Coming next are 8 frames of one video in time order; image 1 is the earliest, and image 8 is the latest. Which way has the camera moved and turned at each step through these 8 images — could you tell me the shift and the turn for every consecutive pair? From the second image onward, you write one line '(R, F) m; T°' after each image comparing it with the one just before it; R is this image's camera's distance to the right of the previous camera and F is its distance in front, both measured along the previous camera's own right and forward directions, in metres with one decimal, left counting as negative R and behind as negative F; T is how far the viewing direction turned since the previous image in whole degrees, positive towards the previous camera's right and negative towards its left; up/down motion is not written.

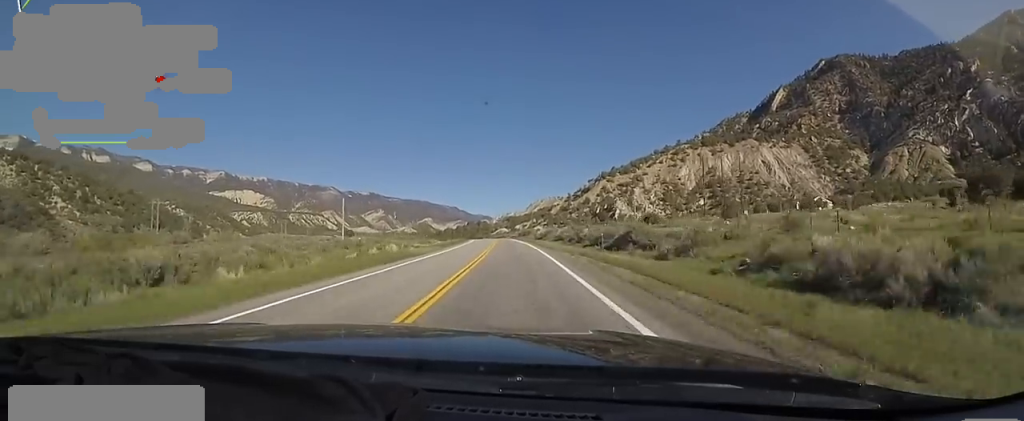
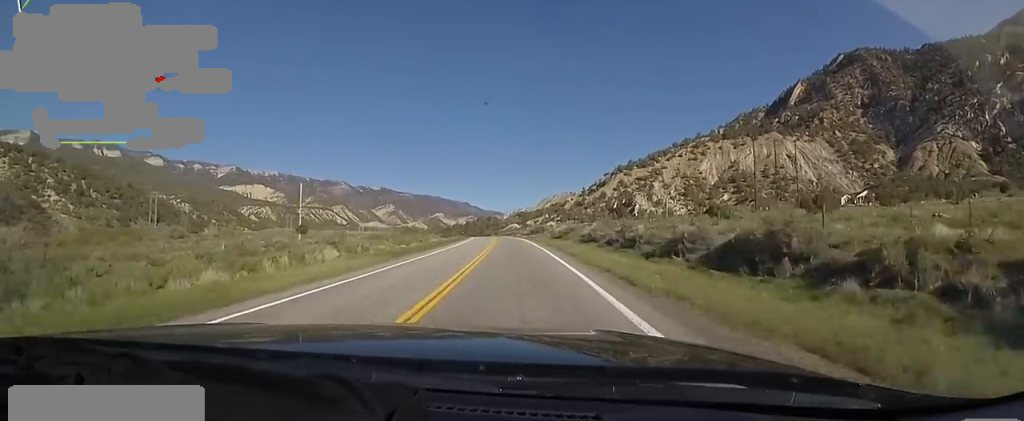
(-0.6, +22.0) m; -1°
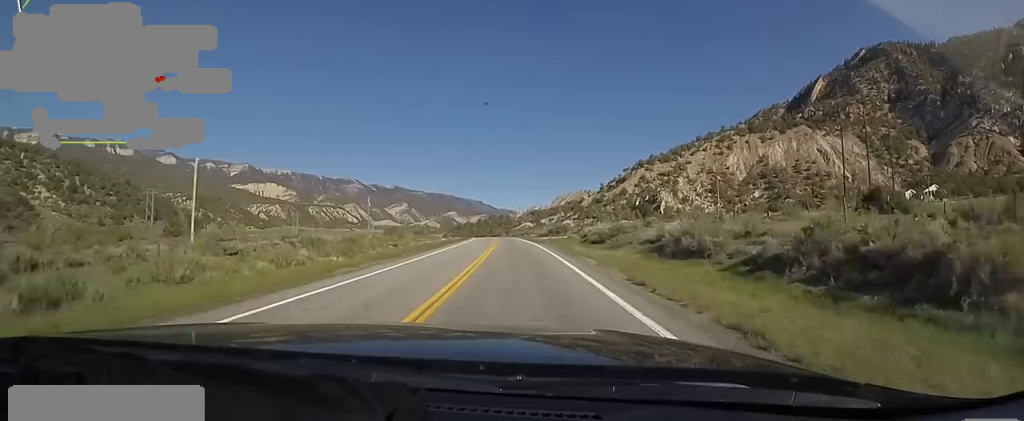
(-0.3, +26.4) m; -1°
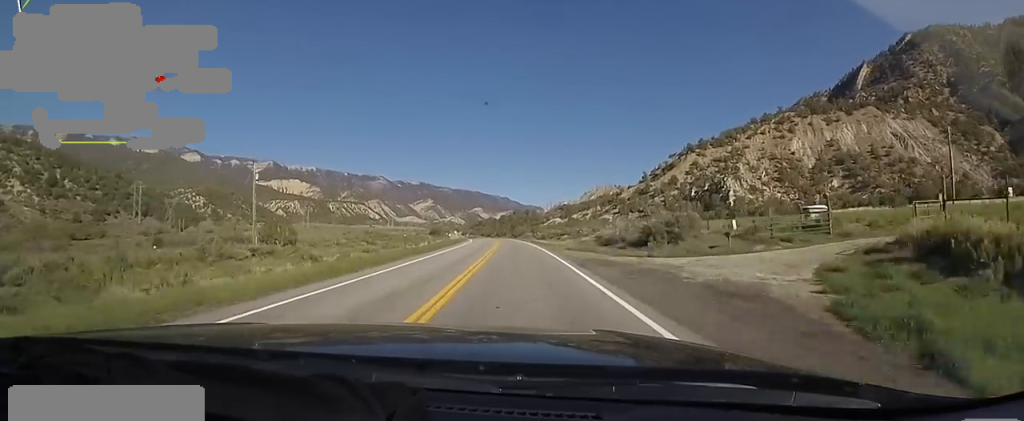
(-1.3, +56.9) m; -3°
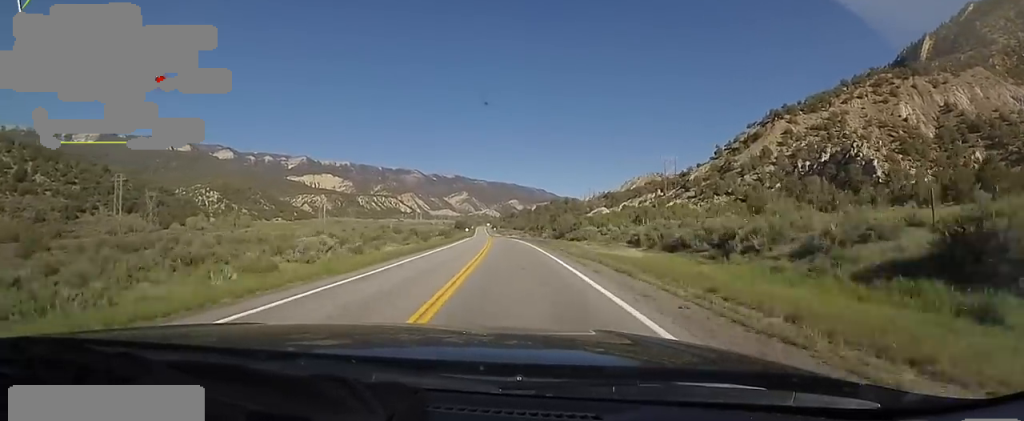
(-3.1, +70.3) m; -6°
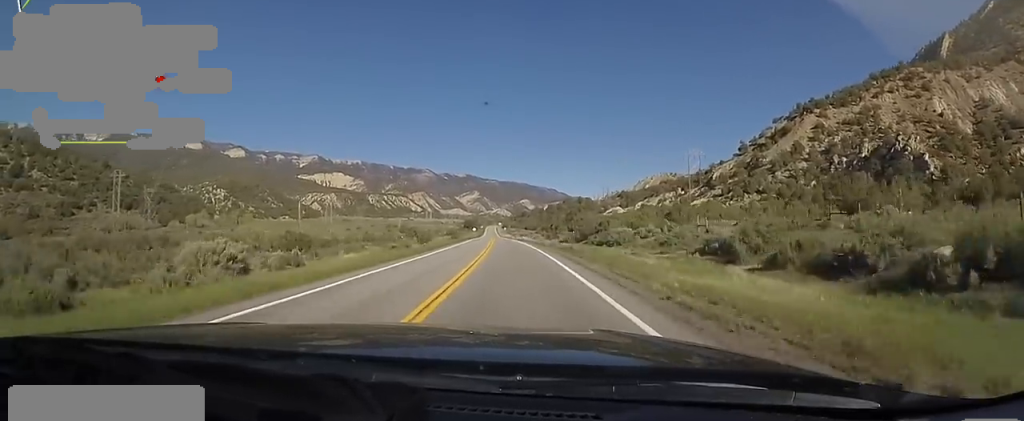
(+0.1, +15.4) m; -1°
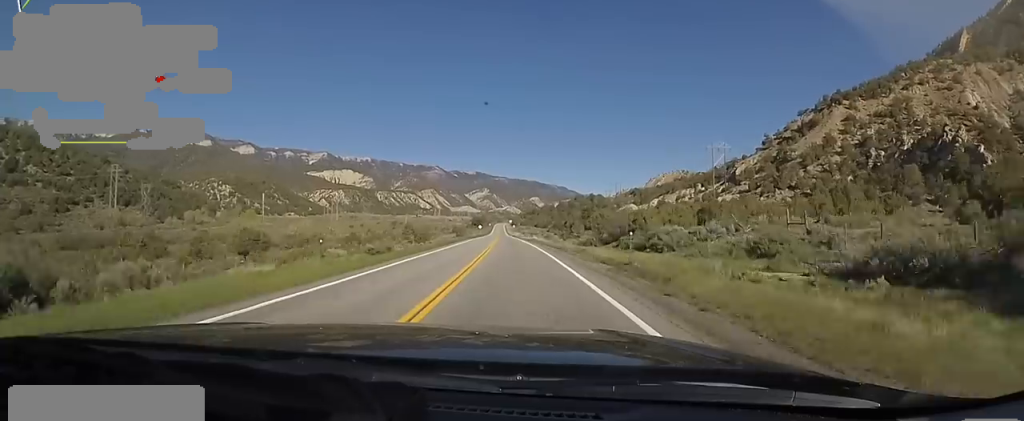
(-0.9, +14.3) m; 0°
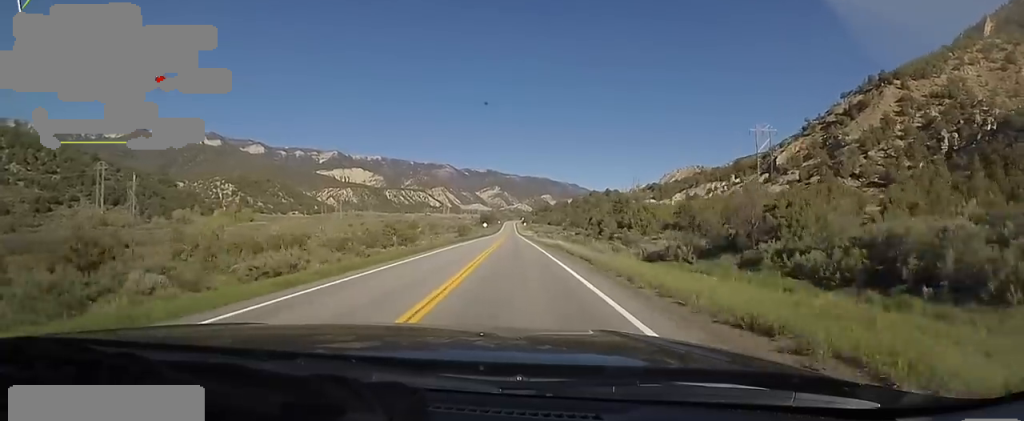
(0.0, +25.6) m; 0°
